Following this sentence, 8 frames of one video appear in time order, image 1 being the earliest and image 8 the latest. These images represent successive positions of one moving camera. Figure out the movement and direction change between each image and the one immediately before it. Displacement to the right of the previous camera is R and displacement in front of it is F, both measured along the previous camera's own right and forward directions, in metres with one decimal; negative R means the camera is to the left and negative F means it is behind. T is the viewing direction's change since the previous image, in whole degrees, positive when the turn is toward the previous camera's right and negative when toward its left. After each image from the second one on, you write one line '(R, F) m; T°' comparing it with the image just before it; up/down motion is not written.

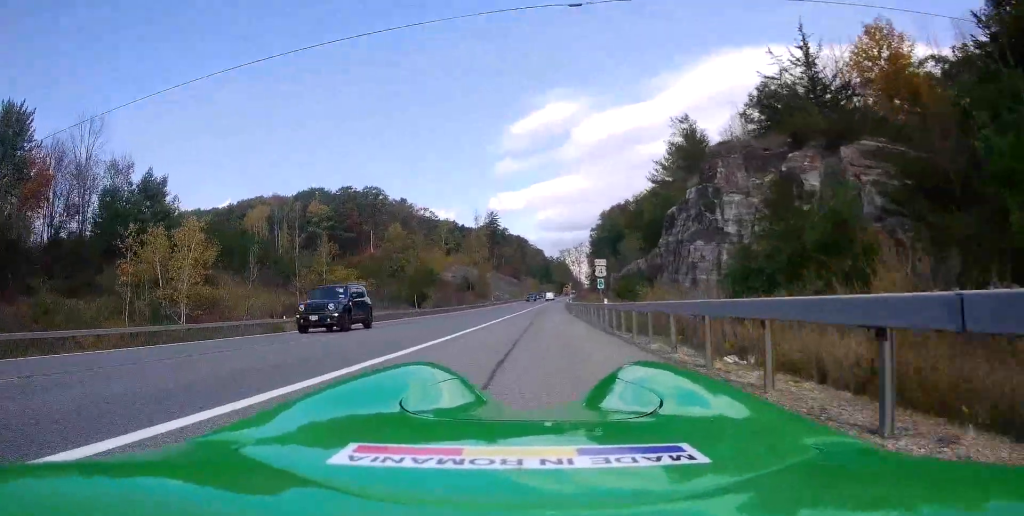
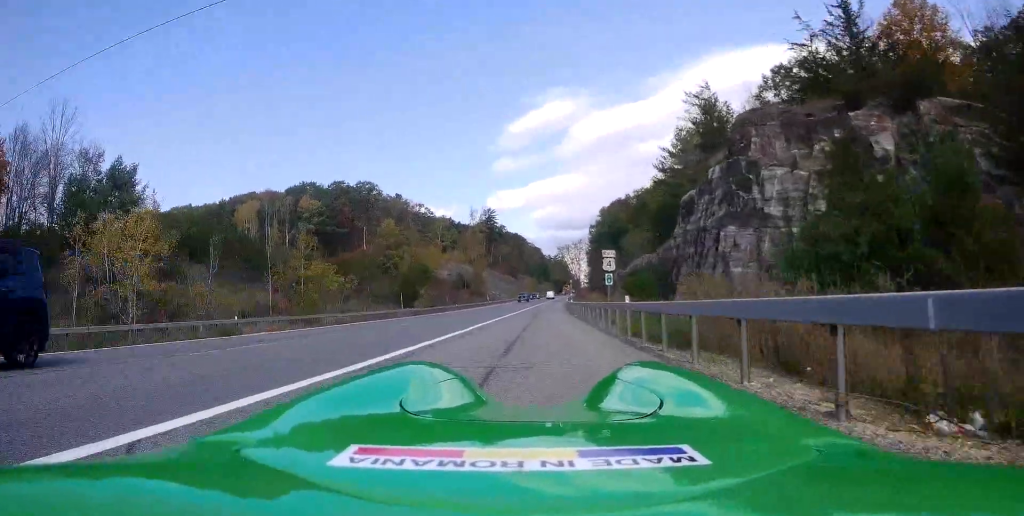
(+0.1, +4.9) m; 0°
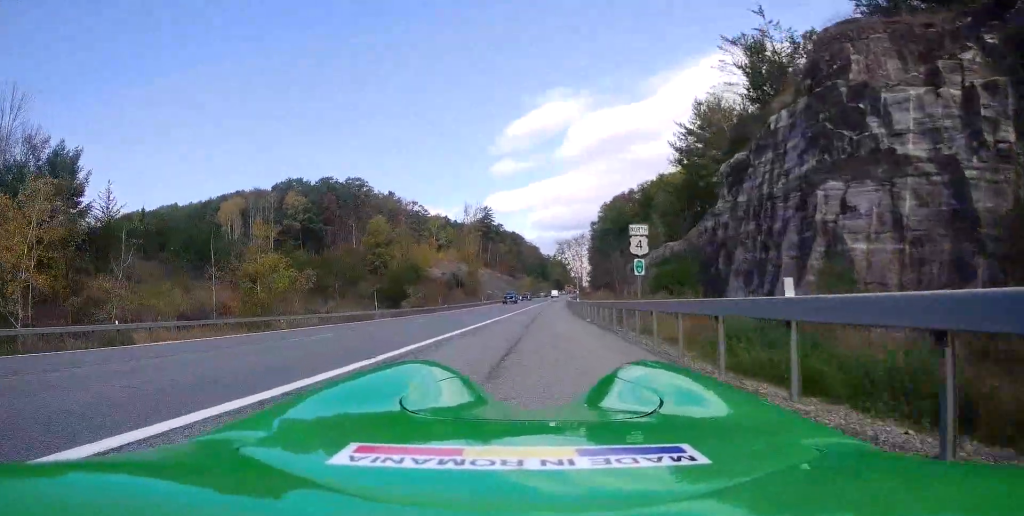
(-0.2, +8.7) m; -1°
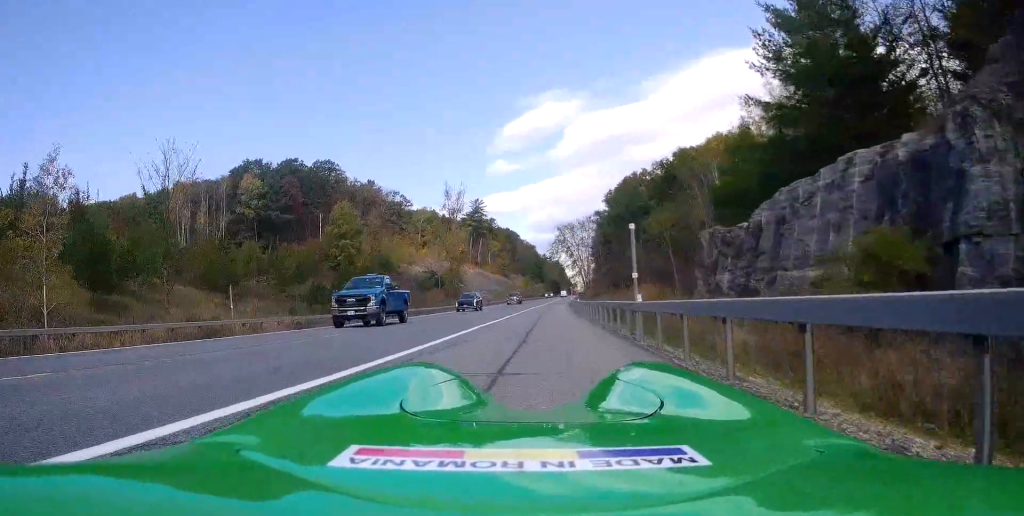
(+0.1, +22.5) m; +2°
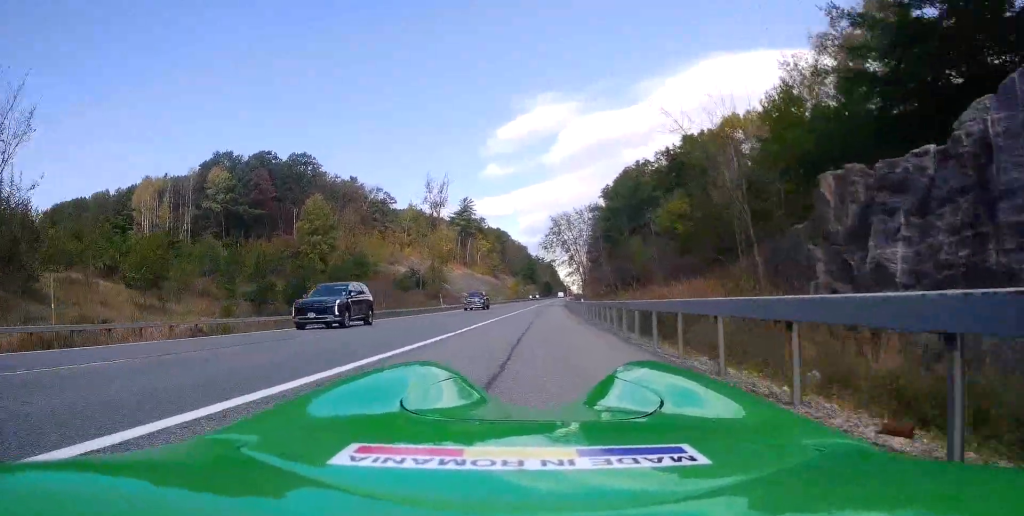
(+0.2, +10.8) m; +2°
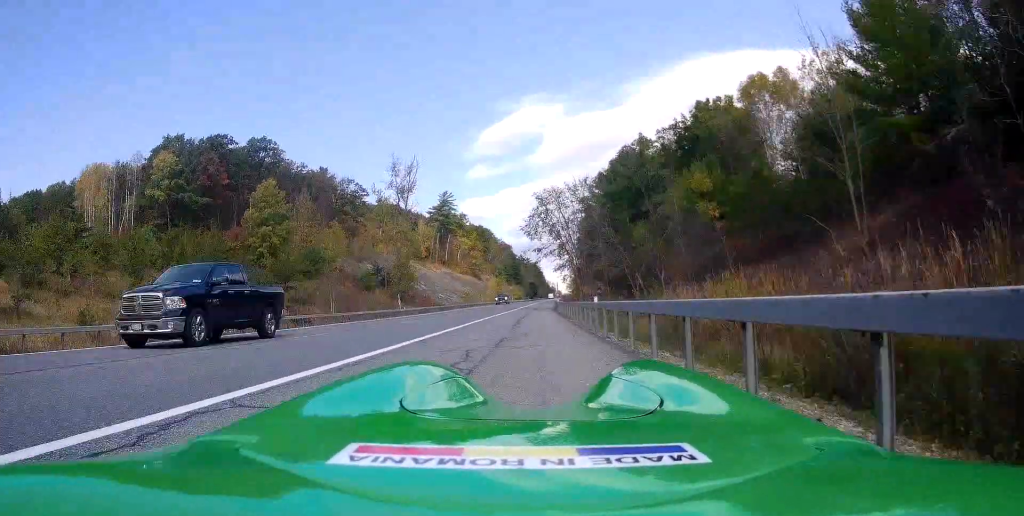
(+0.3, +14.3) m; 0°
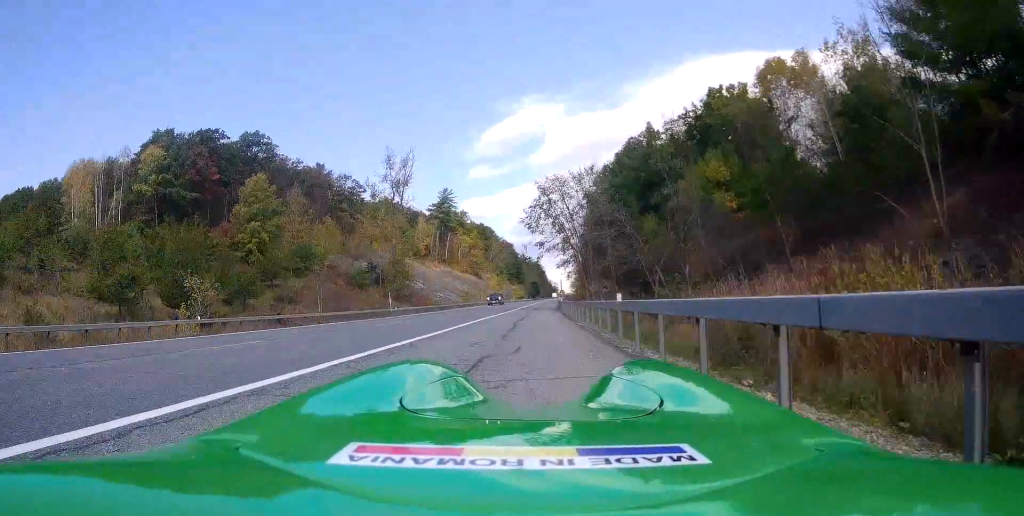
(-0.1, +4.5) m; -1°
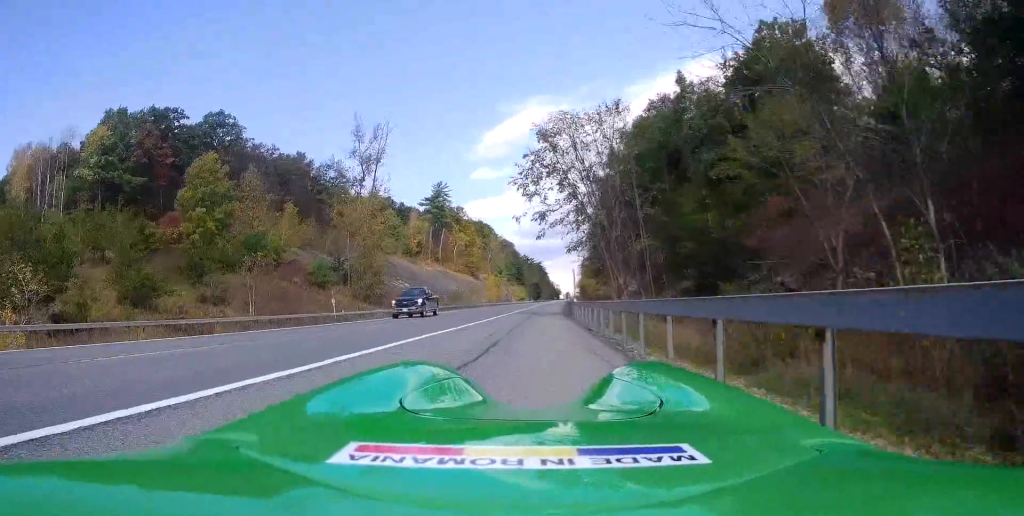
(-0.3, +15.0) m; 0°
